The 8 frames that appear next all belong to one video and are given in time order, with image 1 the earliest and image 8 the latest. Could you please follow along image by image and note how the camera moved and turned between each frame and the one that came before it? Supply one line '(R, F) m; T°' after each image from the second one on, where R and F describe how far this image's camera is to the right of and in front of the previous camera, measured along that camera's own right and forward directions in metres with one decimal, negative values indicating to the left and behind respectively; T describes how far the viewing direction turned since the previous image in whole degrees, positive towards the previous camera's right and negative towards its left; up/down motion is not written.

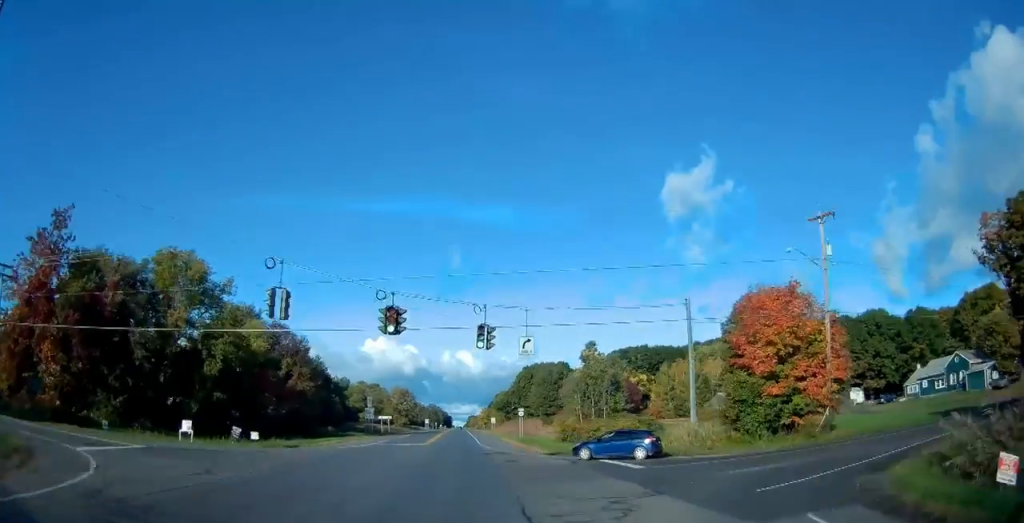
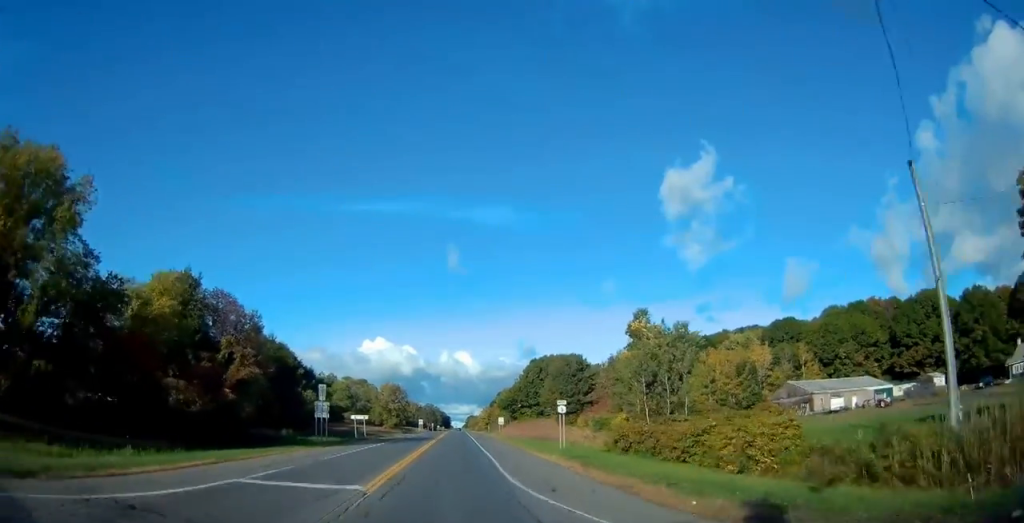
(0.0, +25.9) m; +1°
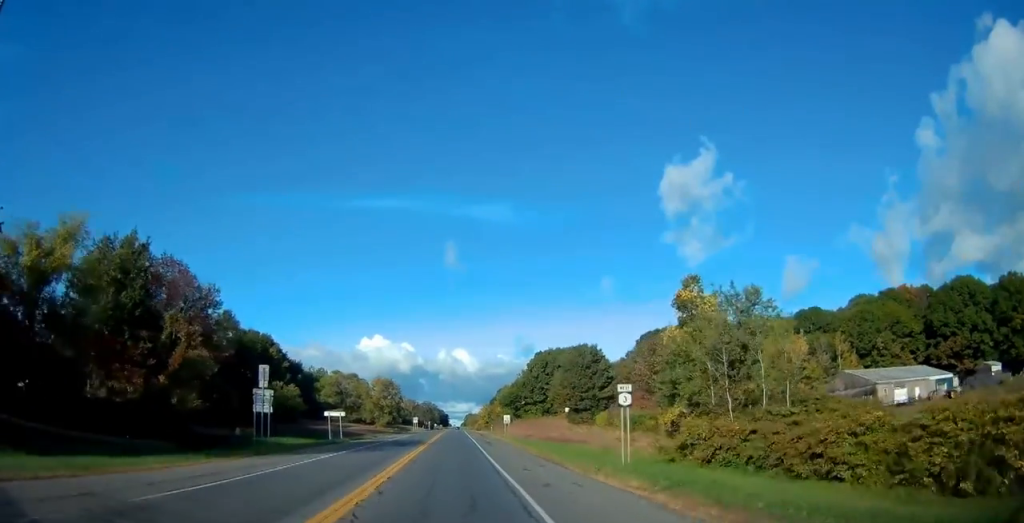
(+0.1, +15.0) m; +1°
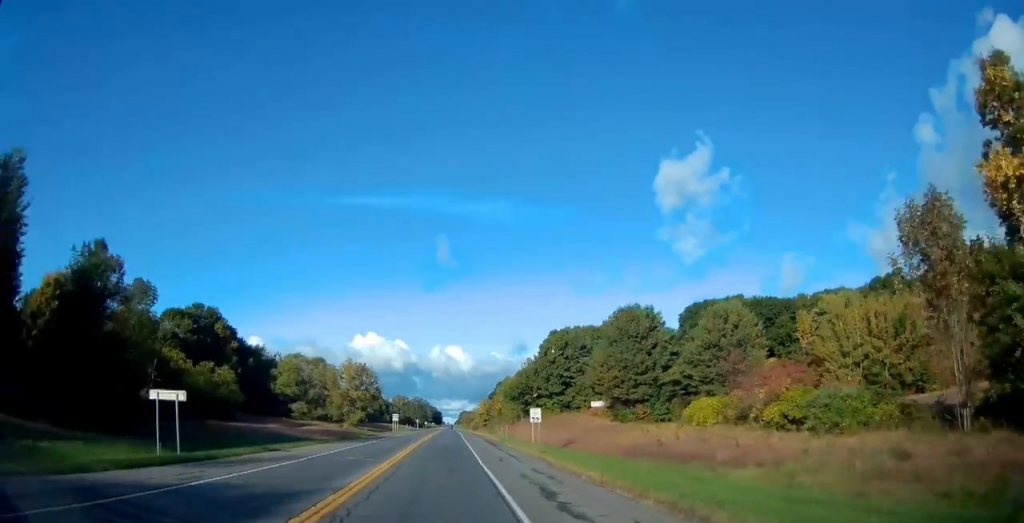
(0.0, +37.0) m; 0°
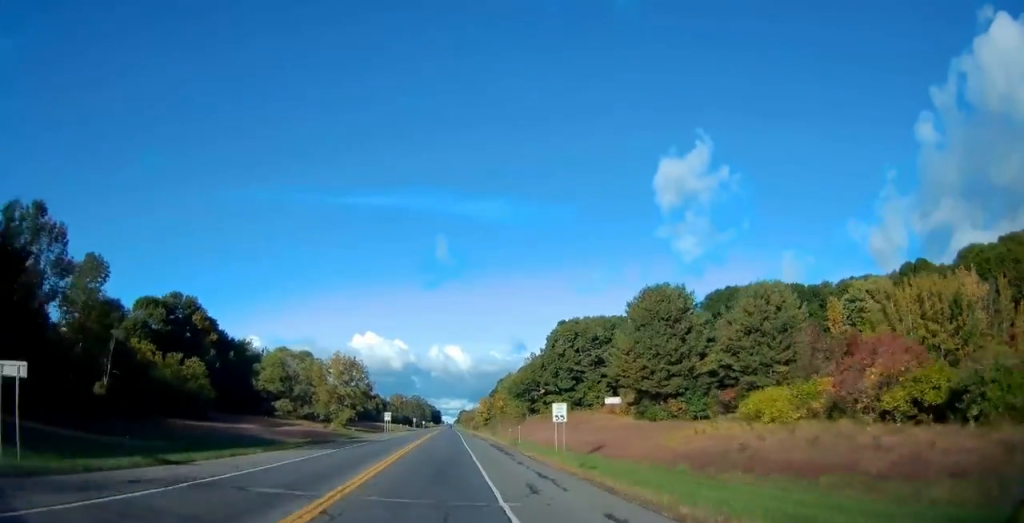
(0.0, +11.1) m; 0°
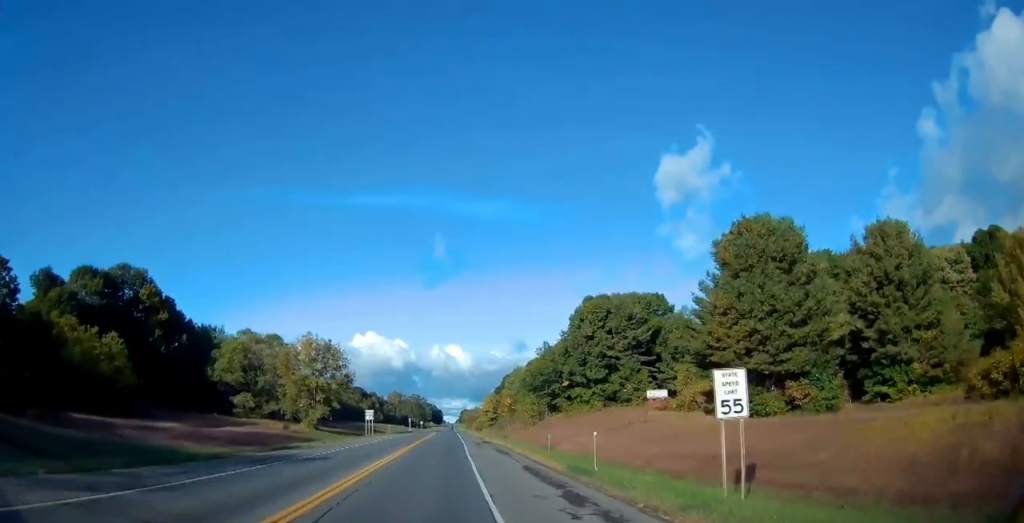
(0.0, +24.5) m; 0°
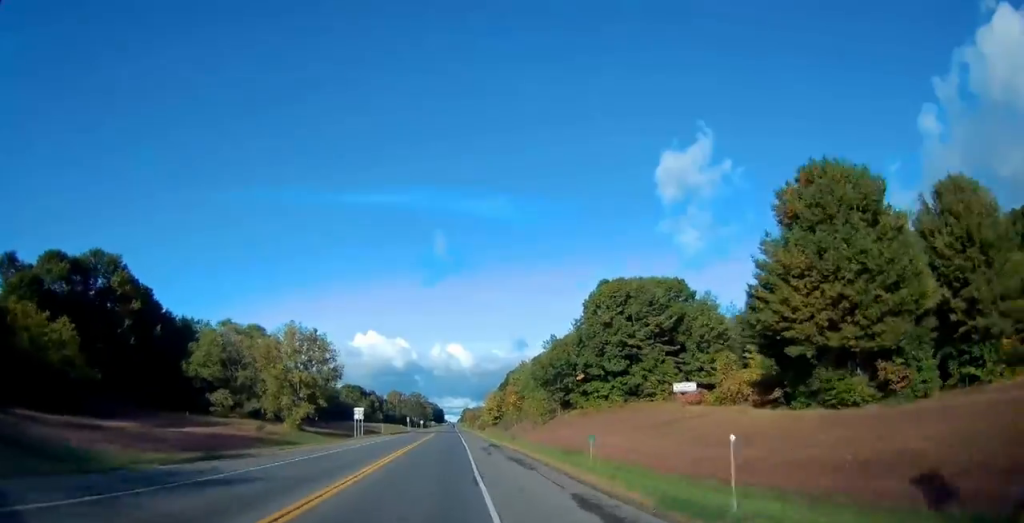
(0.0, +10.3) m; 0°
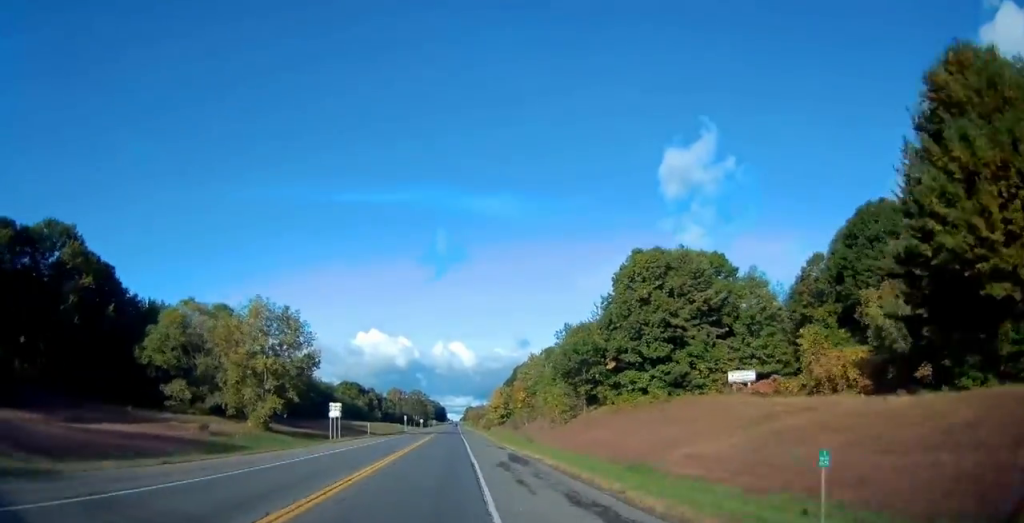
(0.0, +15.4) m; 0°
